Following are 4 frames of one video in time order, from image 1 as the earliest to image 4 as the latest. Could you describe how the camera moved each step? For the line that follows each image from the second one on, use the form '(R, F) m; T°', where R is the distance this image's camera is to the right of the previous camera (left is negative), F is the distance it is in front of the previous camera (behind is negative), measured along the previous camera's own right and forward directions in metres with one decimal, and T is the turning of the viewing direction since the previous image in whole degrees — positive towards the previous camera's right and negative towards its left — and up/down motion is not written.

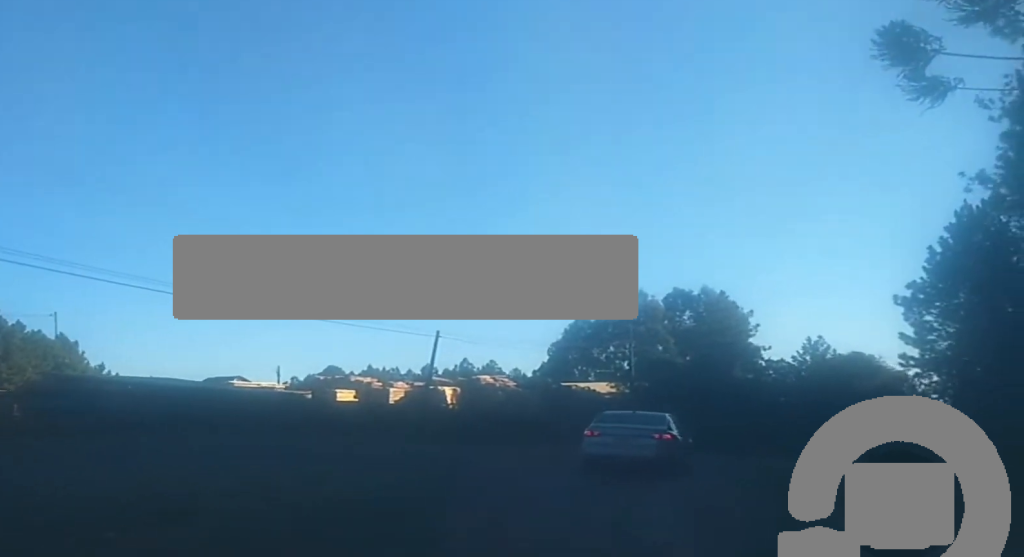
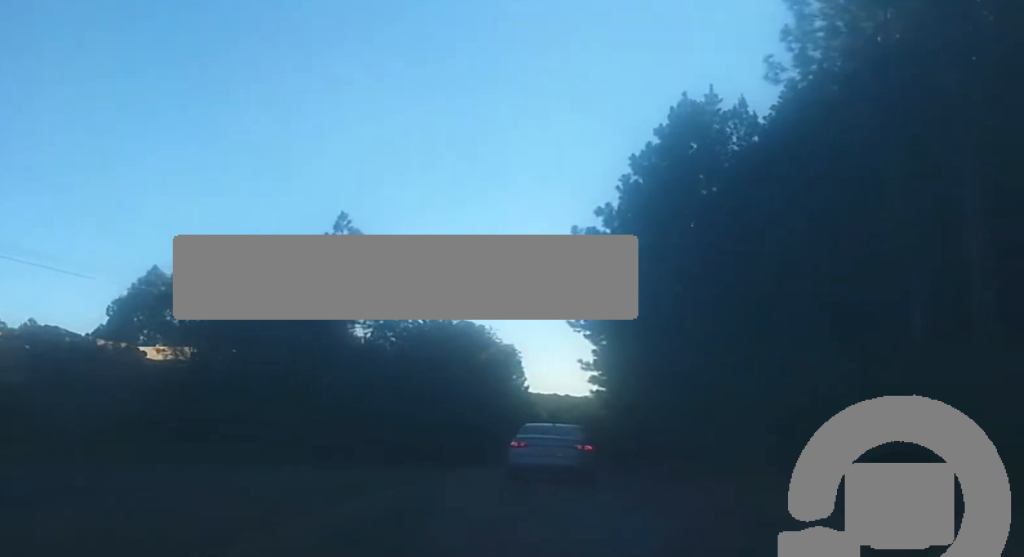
(+4.5, +30.1) m; +18°
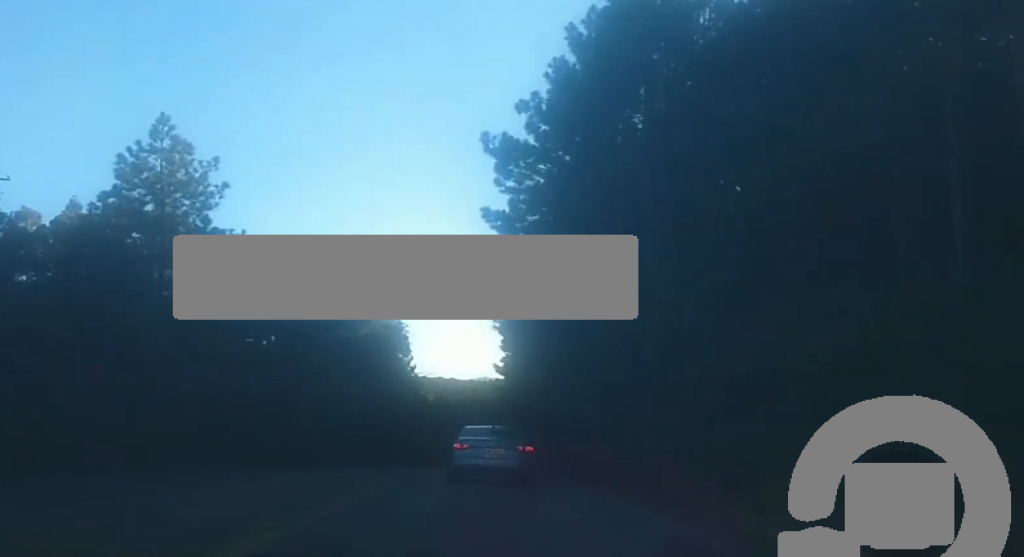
(+1.6, +16.7) m; +9°
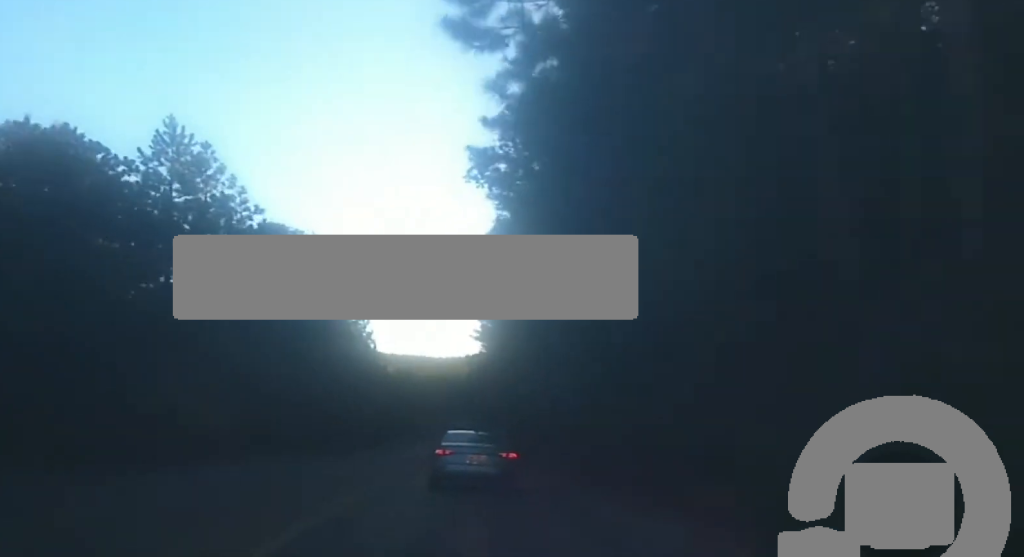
(+1.4, +23.1) m; +3°
